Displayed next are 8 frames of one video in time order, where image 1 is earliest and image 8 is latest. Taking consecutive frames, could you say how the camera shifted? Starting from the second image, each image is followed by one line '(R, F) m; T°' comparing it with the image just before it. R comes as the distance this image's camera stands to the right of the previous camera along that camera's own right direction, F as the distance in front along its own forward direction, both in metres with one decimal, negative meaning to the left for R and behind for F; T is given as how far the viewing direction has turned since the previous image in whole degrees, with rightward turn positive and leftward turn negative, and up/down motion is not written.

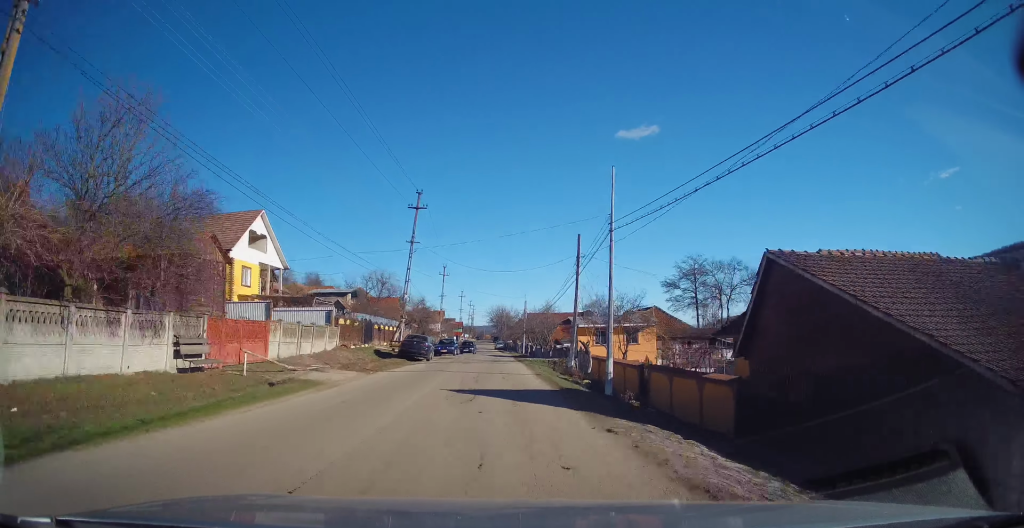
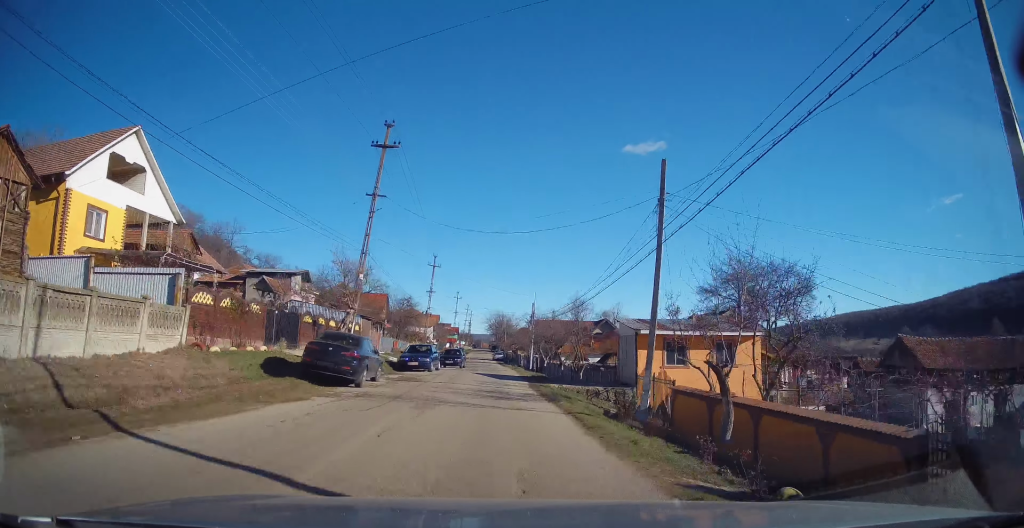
(-0.5, +15.3) m; 0°
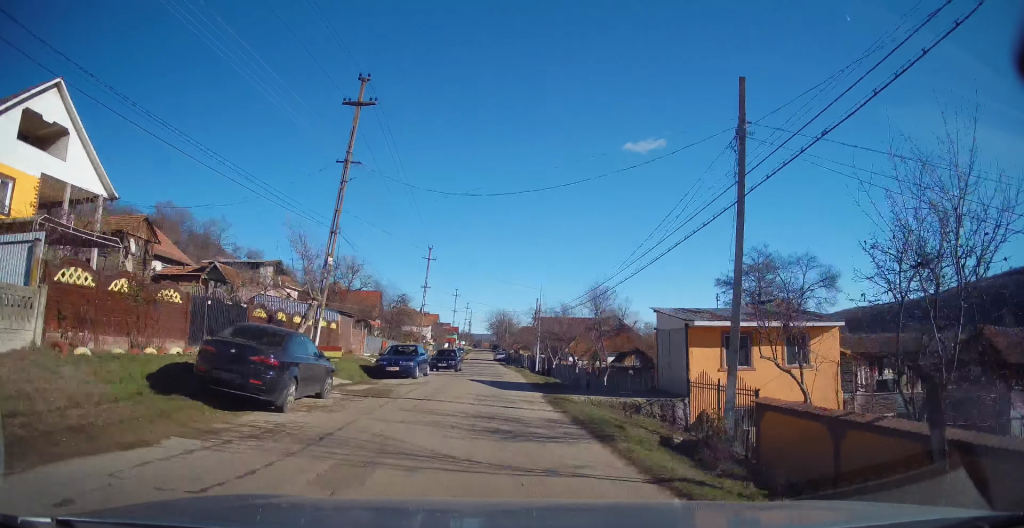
(+0.2, +5.7) m; 0°
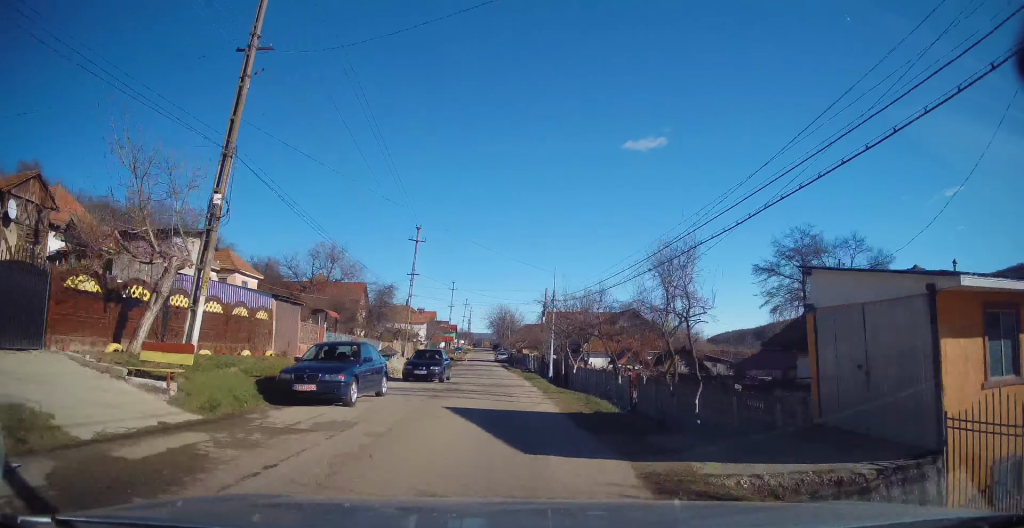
(0.0, +10.0) m; -1°
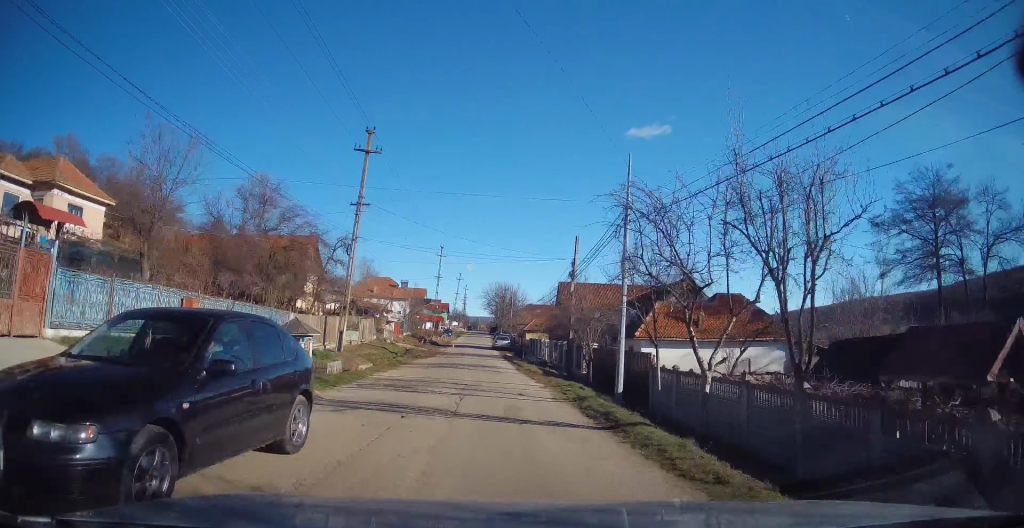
(-0.5, +19.8) m; +1°
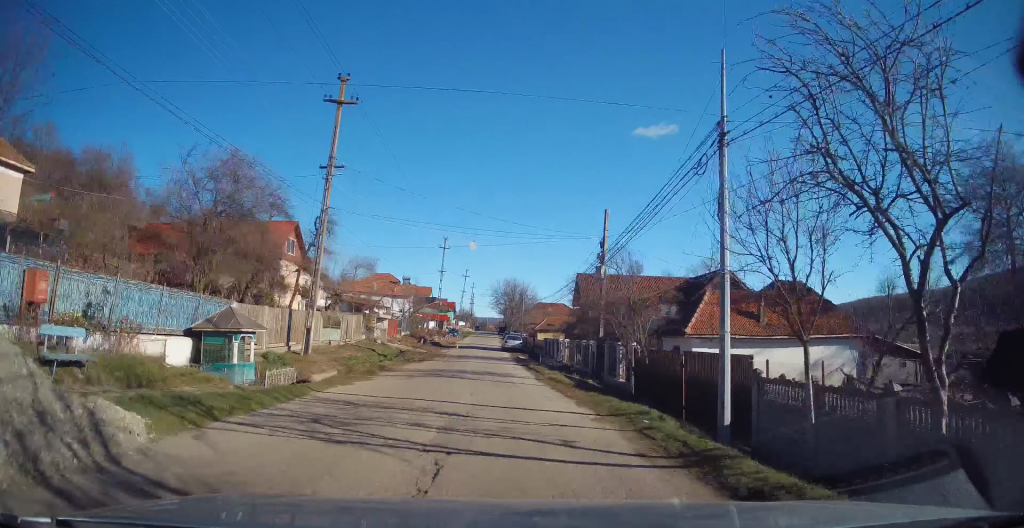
(+0.2, +6.6) m; 0°
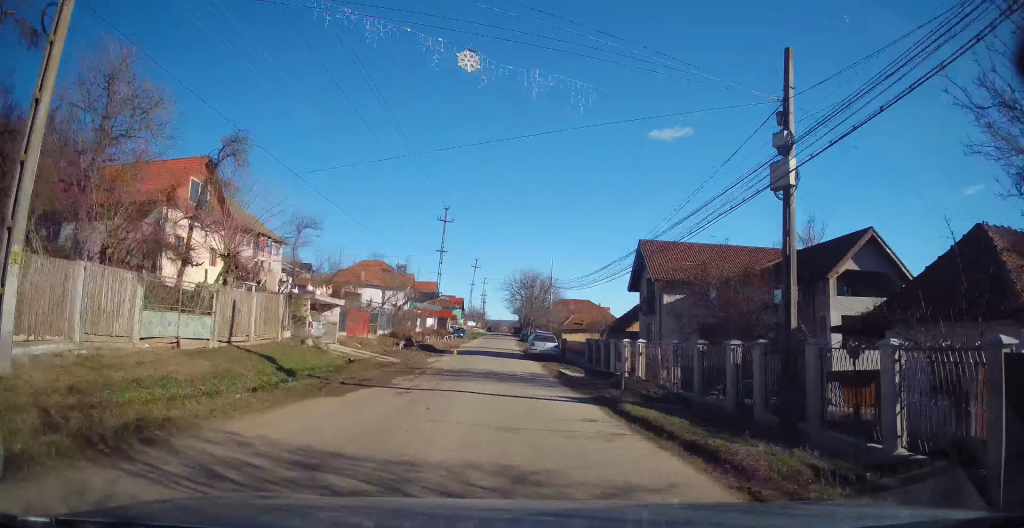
(+0.1, +16.3) m; -1°
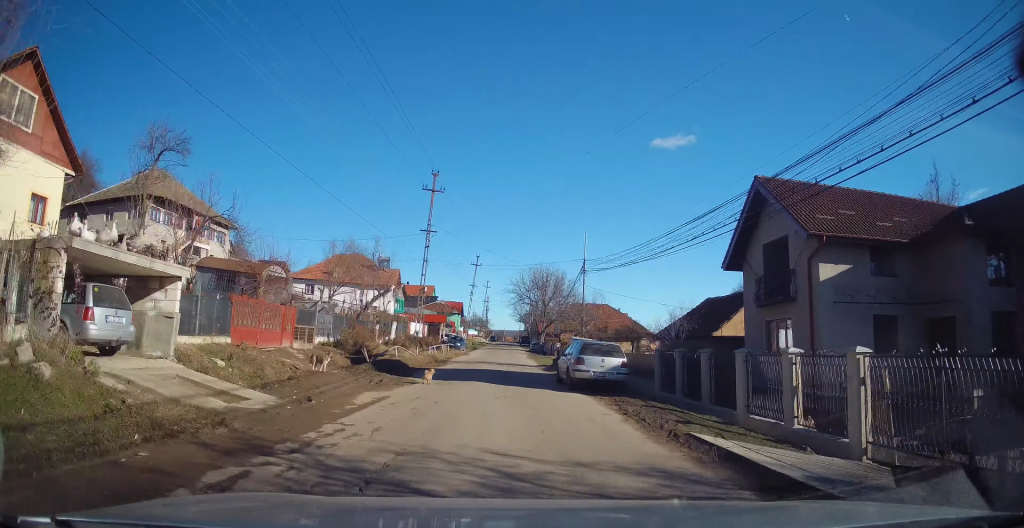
(-0.3, +13.8) m; -1°
